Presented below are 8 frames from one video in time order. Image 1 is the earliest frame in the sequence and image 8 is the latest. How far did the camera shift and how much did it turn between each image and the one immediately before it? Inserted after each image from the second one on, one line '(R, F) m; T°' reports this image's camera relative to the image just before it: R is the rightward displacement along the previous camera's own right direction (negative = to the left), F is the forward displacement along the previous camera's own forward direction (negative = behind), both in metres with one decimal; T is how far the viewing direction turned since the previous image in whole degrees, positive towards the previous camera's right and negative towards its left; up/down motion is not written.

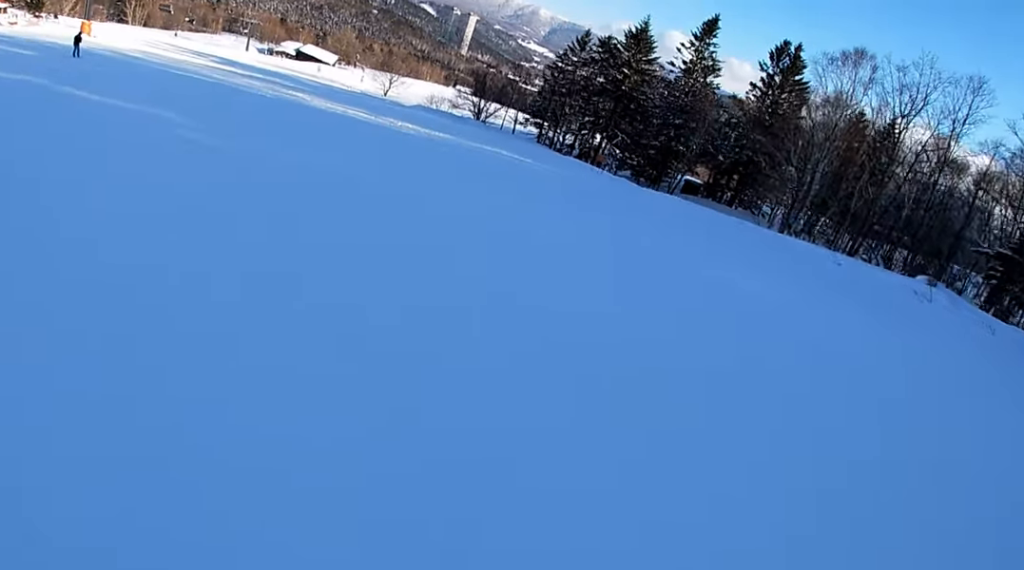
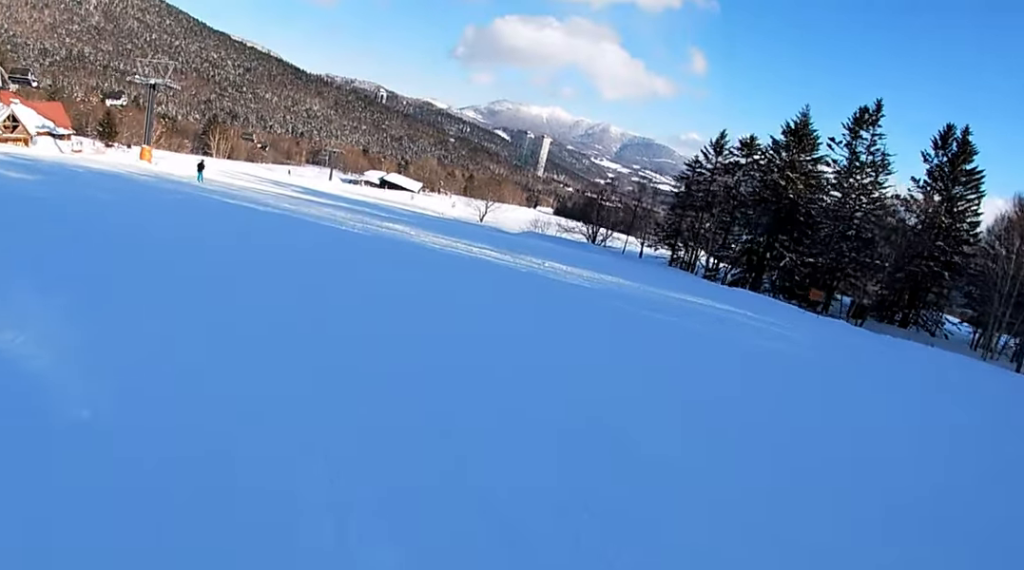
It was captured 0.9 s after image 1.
(-0.8, +13.2) m; -6°
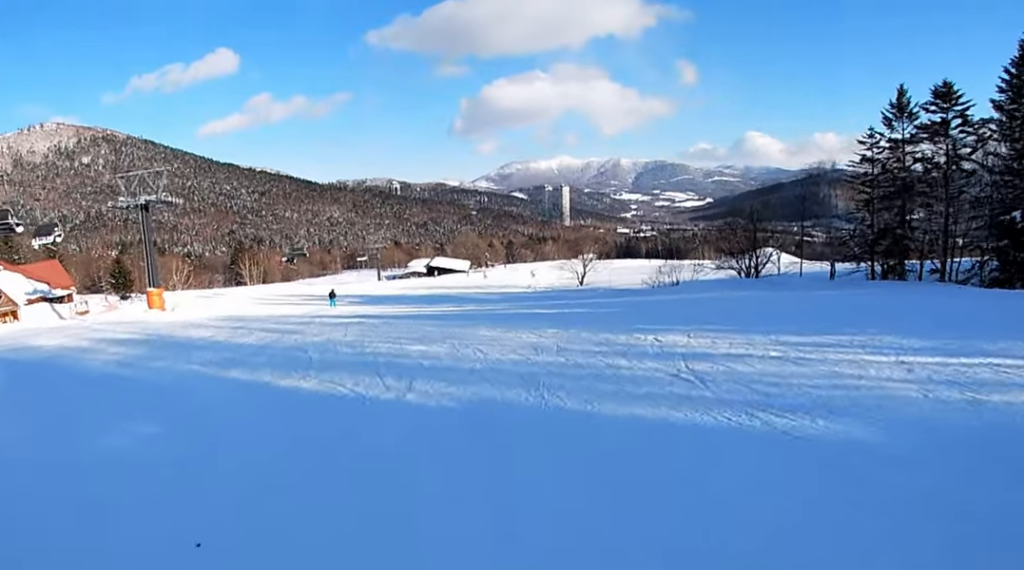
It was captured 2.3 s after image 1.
(-1.5, +19.1) m; -4°
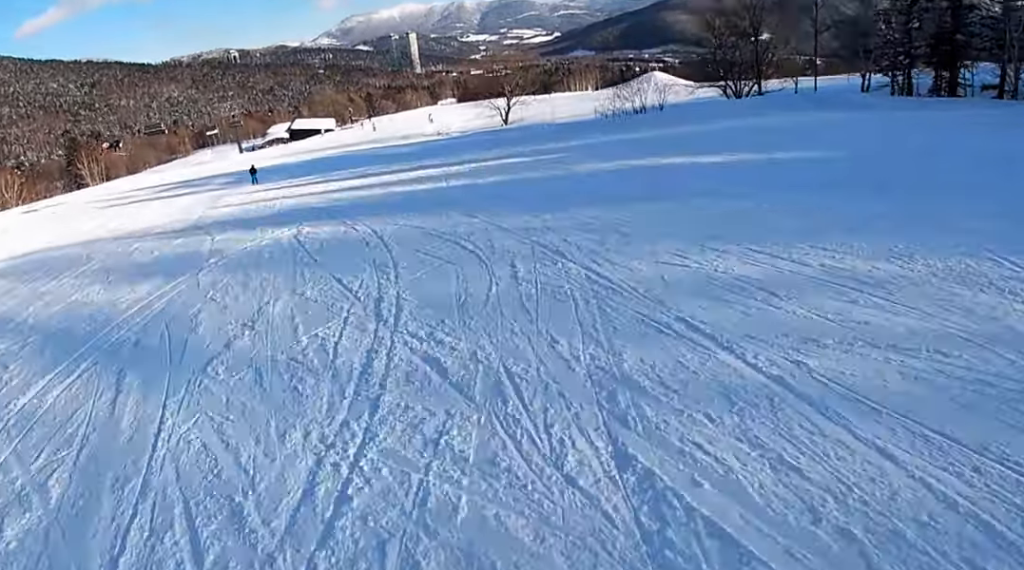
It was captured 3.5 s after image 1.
(+0.9, +16.3) m; +17°
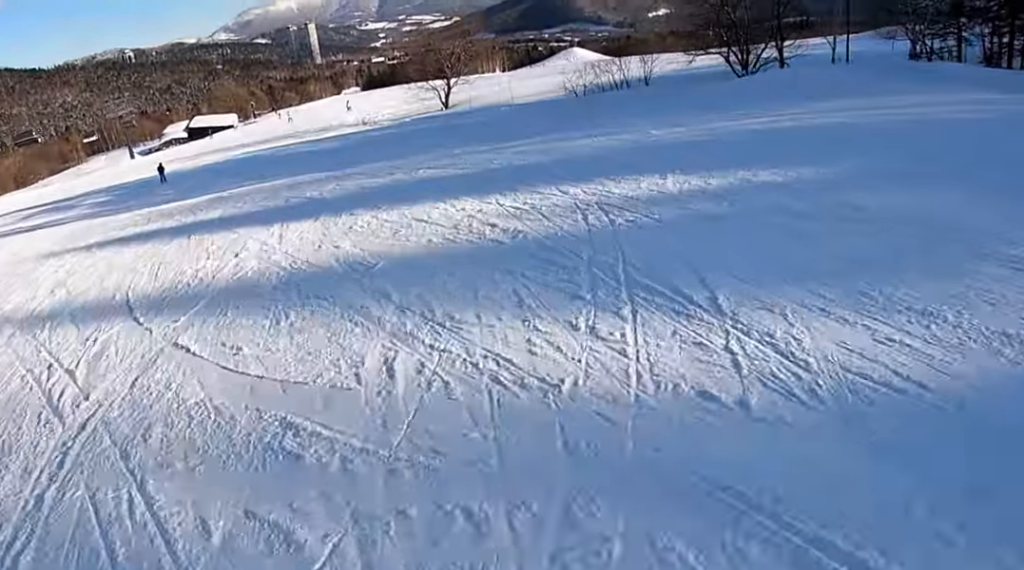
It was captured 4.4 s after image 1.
(+2.4, +11.4) m; +10°
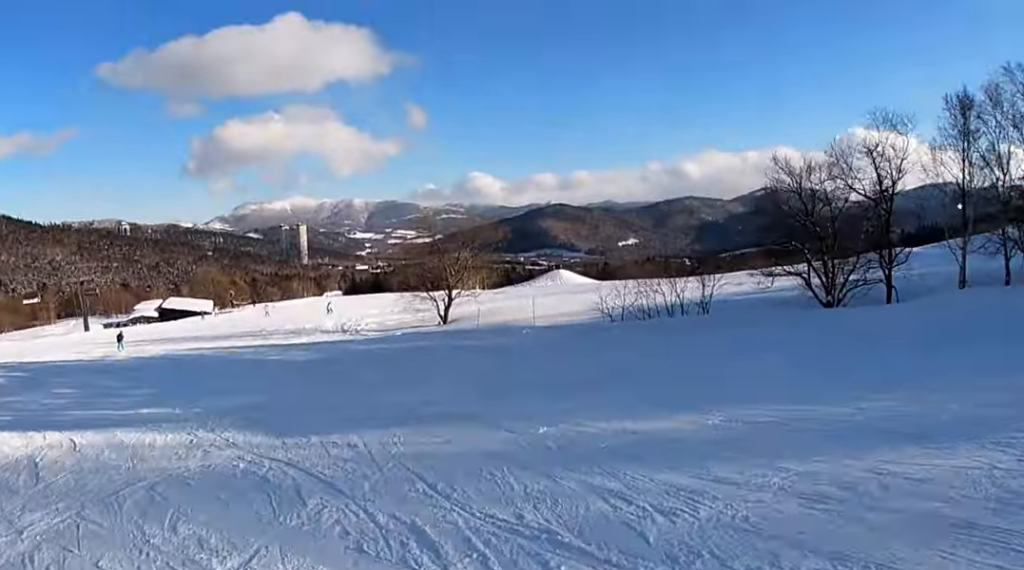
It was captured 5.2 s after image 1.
(+0.3, +11.5) m; -2°
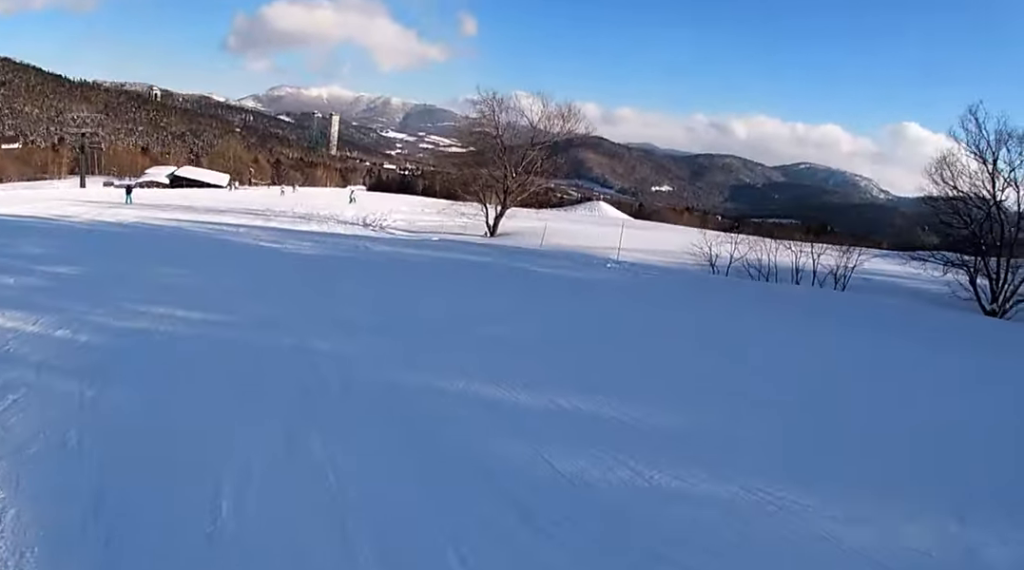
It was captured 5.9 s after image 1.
(-0.3, +8.3) m; -5°
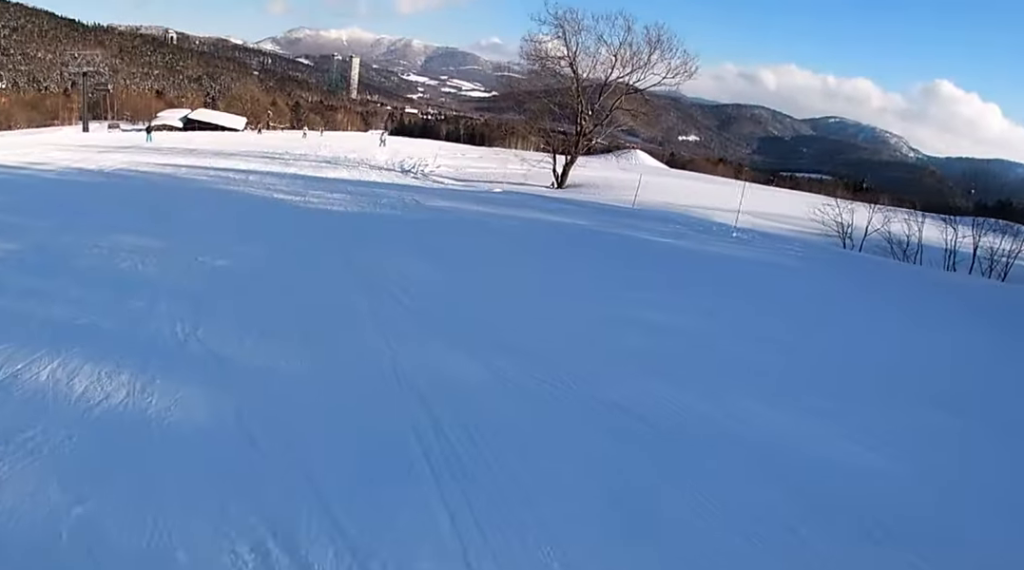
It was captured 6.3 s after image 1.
(-0.3, +6.1) m; -4°
